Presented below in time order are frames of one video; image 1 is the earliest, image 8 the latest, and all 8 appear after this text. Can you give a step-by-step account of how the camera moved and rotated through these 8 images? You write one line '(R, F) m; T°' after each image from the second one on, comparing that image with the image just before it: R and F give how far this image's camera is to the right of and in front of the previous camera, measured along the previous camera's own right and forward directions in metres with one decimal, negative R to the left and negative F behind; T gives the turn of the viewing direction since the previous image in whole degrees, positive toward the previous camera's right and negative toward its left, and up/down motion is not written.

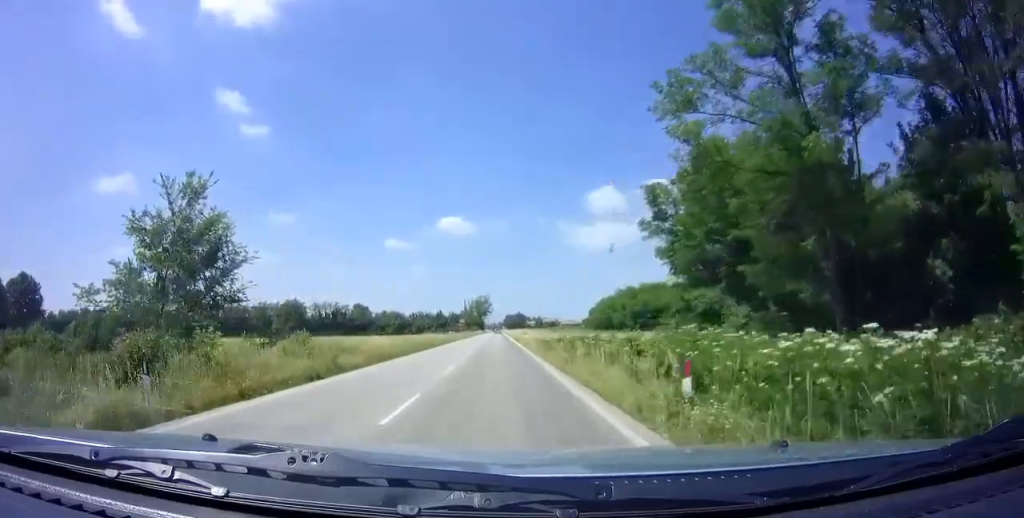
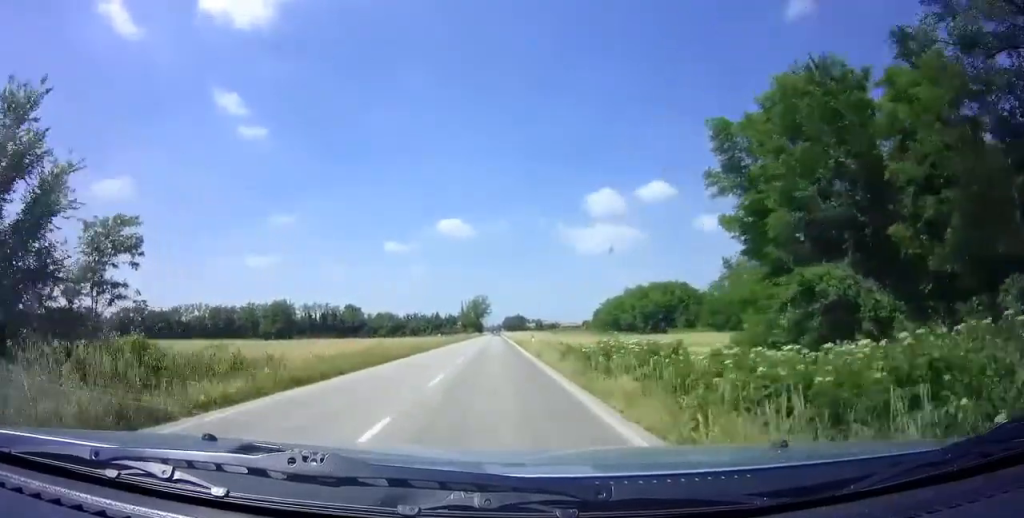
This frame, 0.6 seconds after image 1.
(-0.1, +10.0) m; 0°
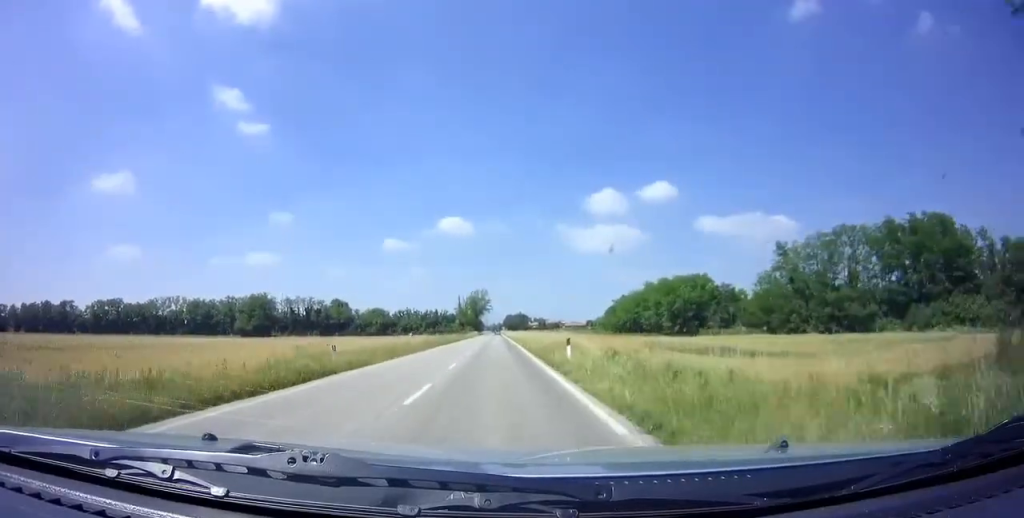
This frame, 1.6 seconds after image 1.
(-0.1, +17.7) m; 0°
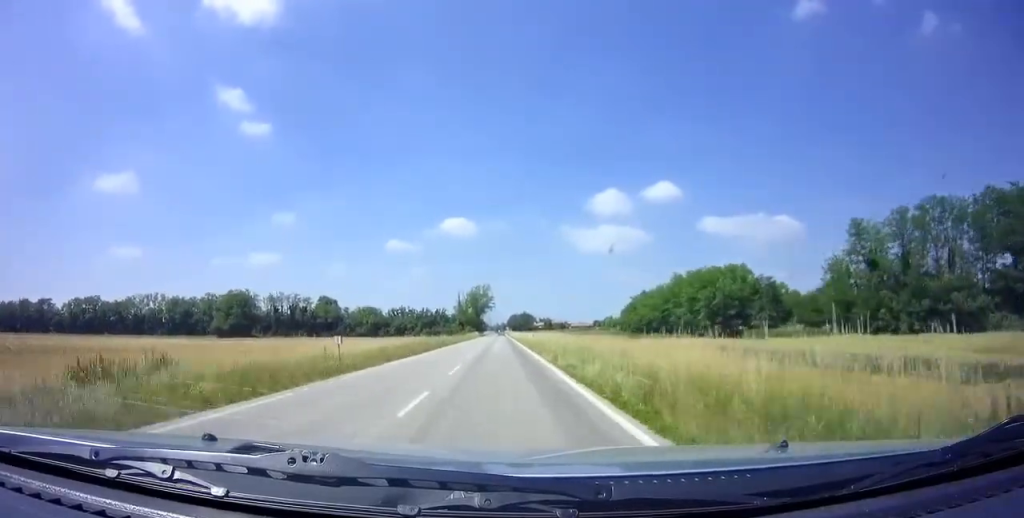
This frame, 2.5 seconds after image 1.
(+0.1, +17.1) m; 0°
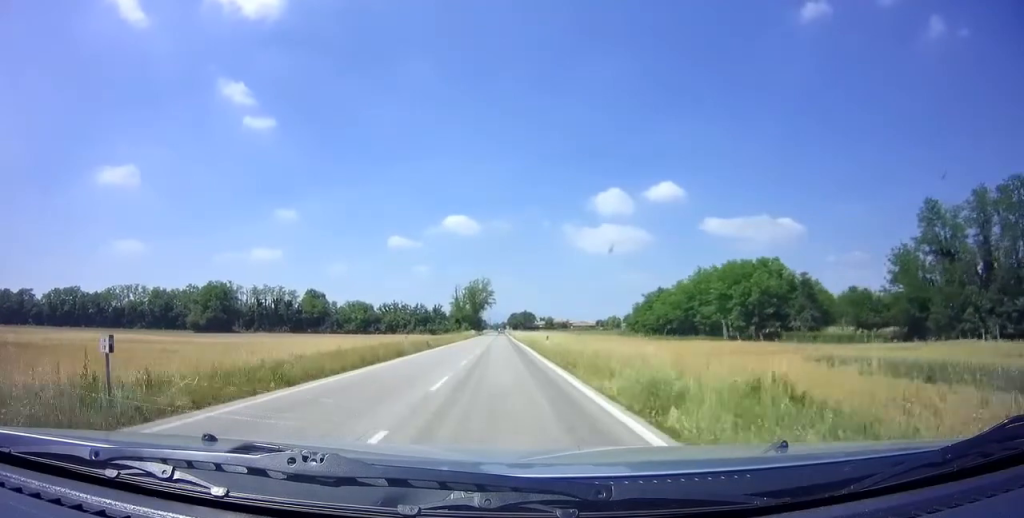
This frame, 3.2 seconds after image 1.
(0.0, +11.8) m; 0°
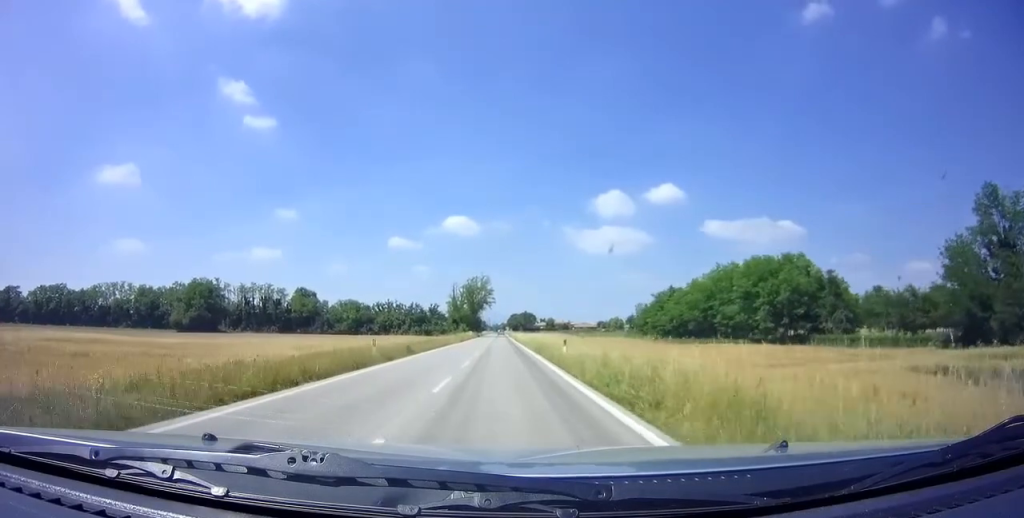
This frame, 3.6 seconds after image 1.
(-0.1, +7.6) m; 0°
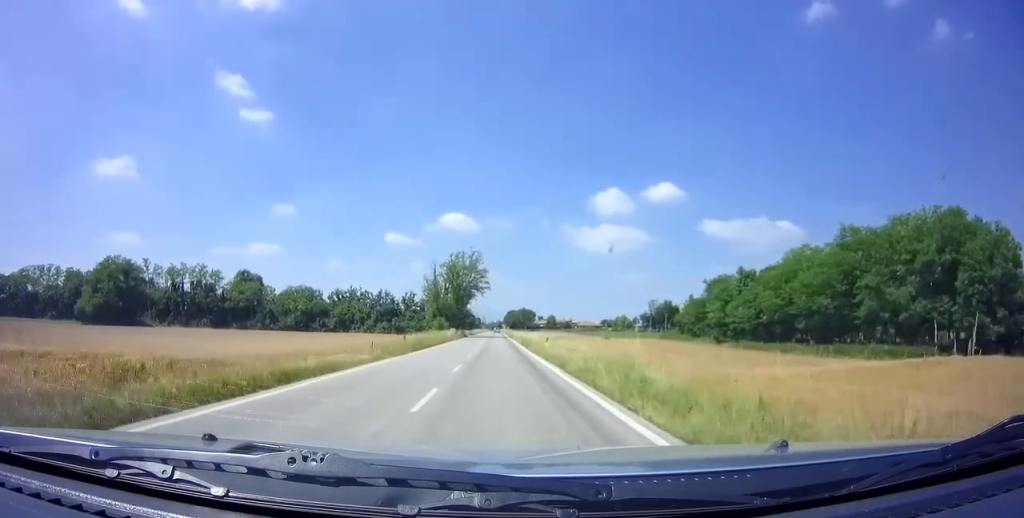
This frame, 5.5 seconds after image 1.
(+0.2, +33.0) m; +1°
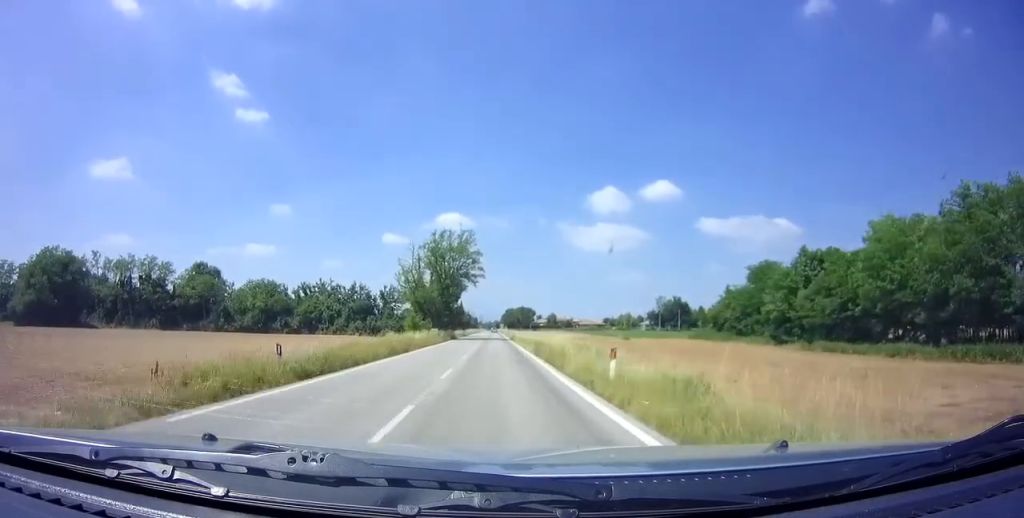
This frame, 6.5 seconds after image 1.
(0.0, +17.1) m; 0°
